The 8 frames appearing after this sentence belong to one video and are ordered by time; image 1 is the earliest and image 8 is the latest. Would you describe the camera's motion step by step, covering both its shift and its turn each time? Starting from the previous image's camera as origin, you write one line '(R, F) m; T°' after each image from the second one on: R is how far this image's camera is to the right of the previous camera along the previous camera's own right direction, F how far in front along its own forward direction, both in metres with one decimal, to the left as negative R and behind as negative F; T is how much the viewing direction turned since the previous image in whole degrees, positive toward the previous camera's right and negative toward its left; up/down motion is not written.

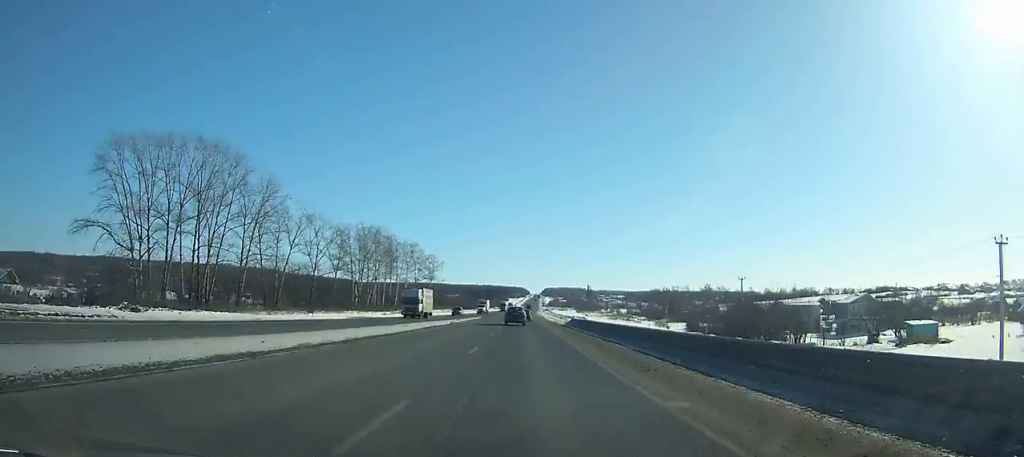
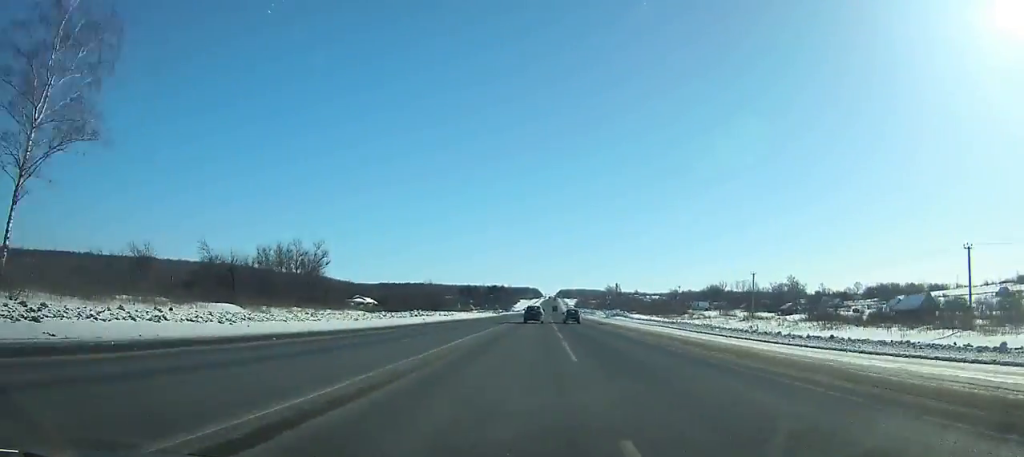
(-3.4, +158.0) m; -1°
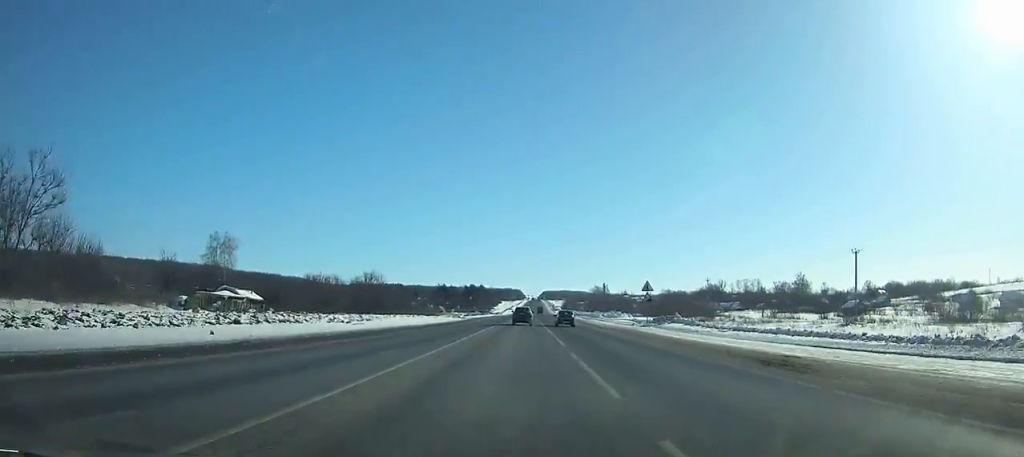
(+0.2, +40.7) m; +1°
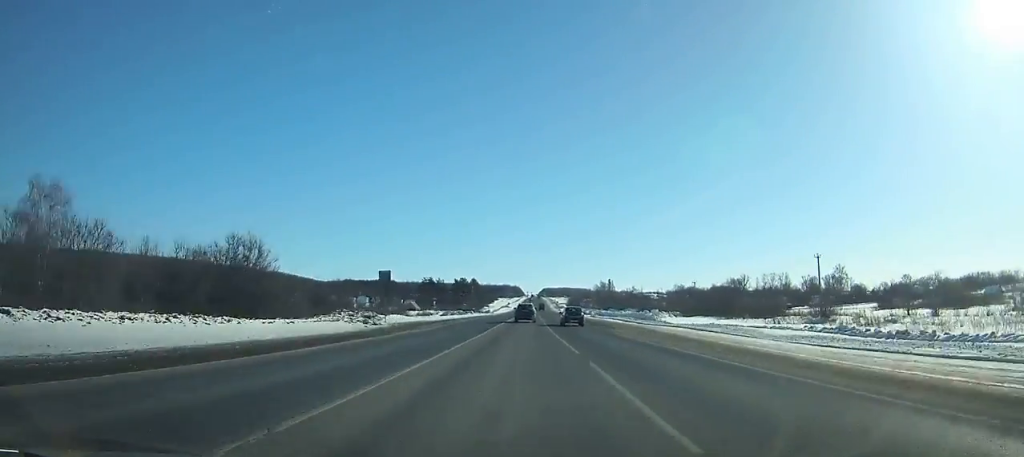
(+0.5, +50.6) m; +1°
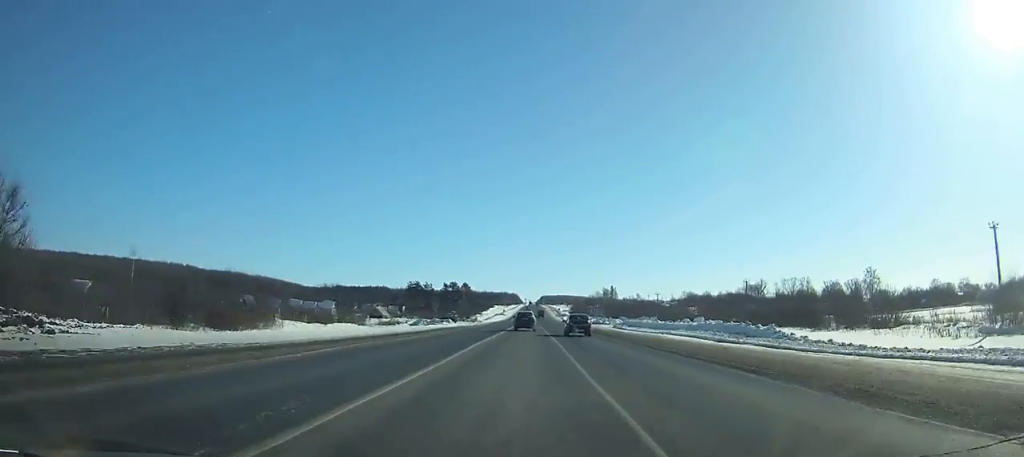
(+0.2, +33.6) m; 0°
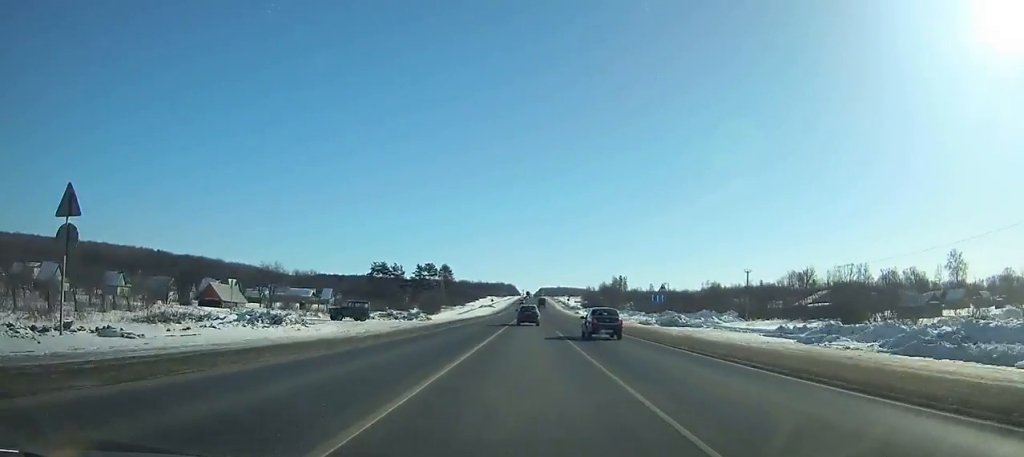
(+0.3, +69.3) m; 0°
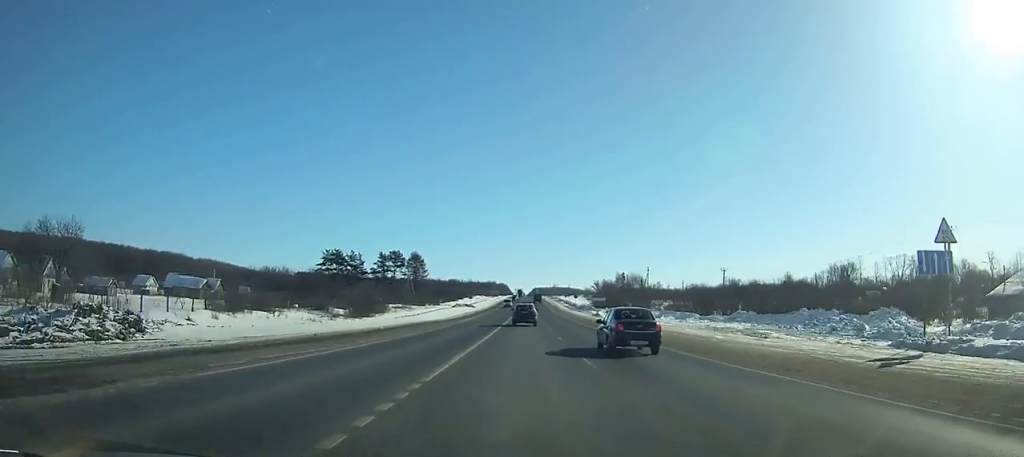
(0.0, +49.7) m; 0°
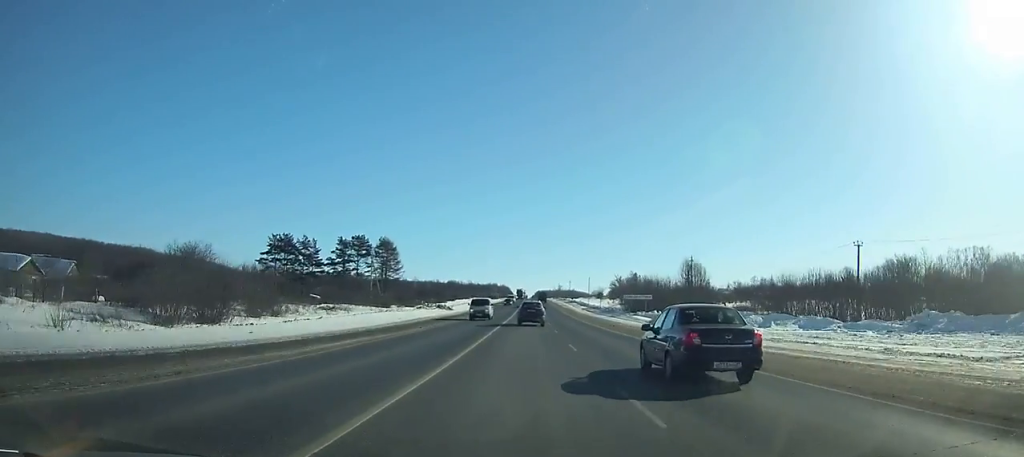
(+0.2, +41.9) m; 0°
